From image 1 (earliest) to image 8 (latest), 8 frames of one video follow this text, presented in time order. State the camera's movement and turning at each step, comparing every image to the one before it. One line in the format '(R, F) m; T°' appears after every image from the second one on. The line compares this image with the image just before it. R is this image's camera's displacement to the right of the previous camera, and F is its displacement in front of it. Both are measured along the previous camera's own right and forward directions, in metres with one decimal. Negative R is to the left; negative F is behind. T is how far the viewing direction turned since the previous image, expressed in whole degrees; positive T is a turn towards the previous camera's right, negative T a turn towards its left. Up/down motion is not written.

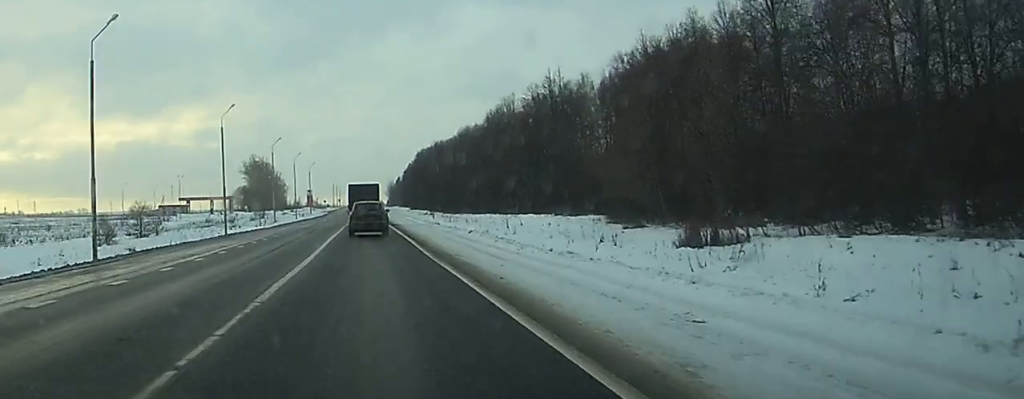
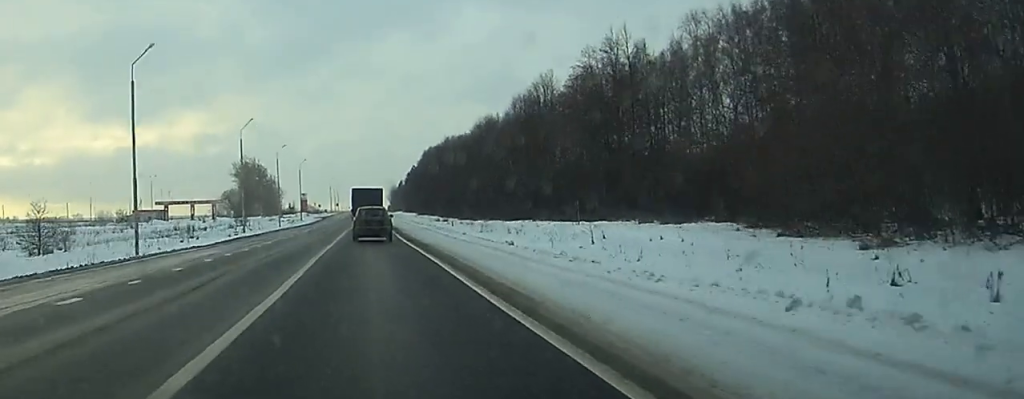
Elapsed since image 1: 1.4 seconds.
(0.0, +30.9) m; 0°
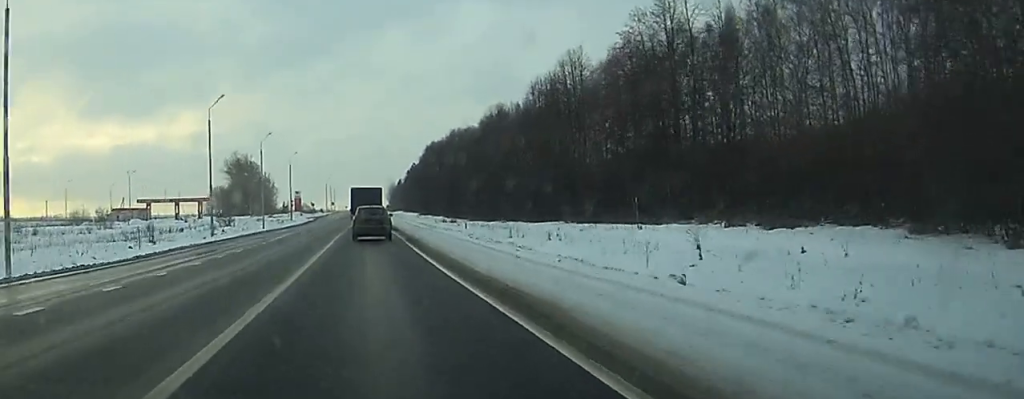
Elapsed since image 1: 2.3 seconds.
(-0.1, +18.0) m; 0°
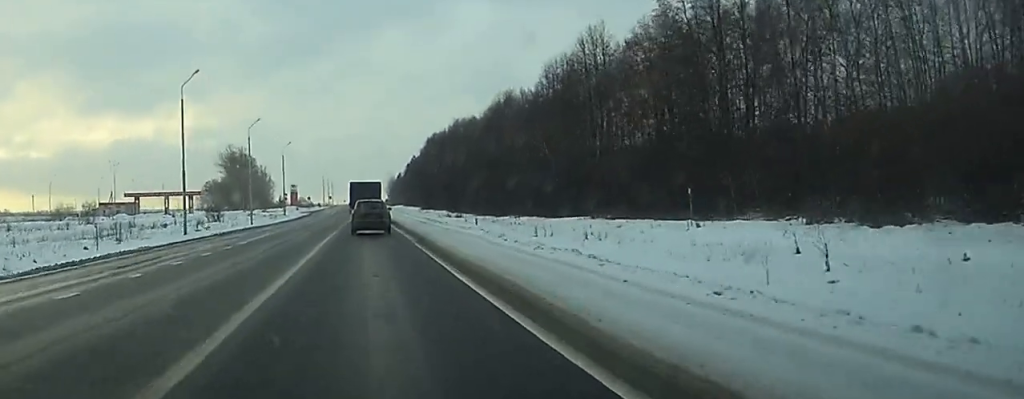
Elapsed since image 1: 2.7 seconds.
(0.0, +10.0) m; 0°
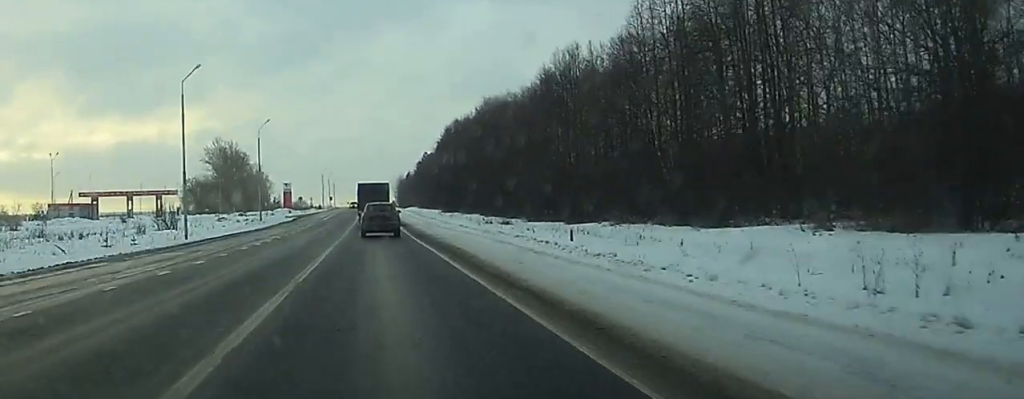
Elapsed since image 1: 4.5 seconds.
(+0.2, +38.6) m; 0°
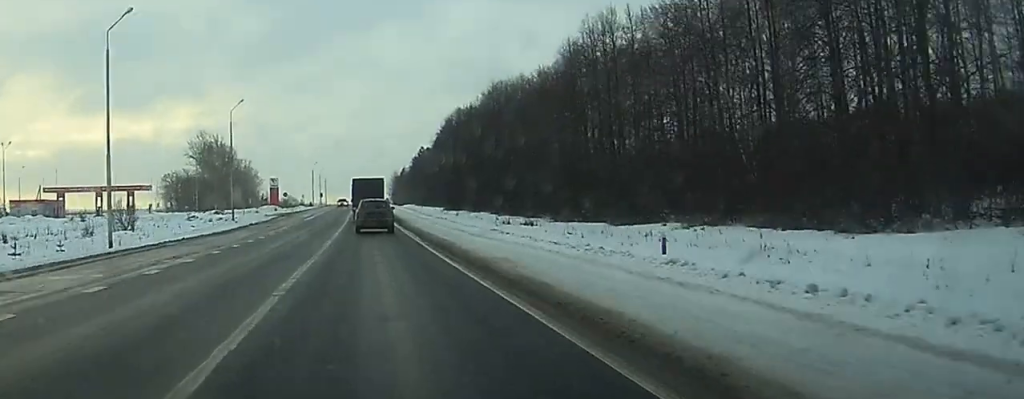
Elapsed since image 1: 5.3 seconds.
(0.0, +17.1) m; 0°
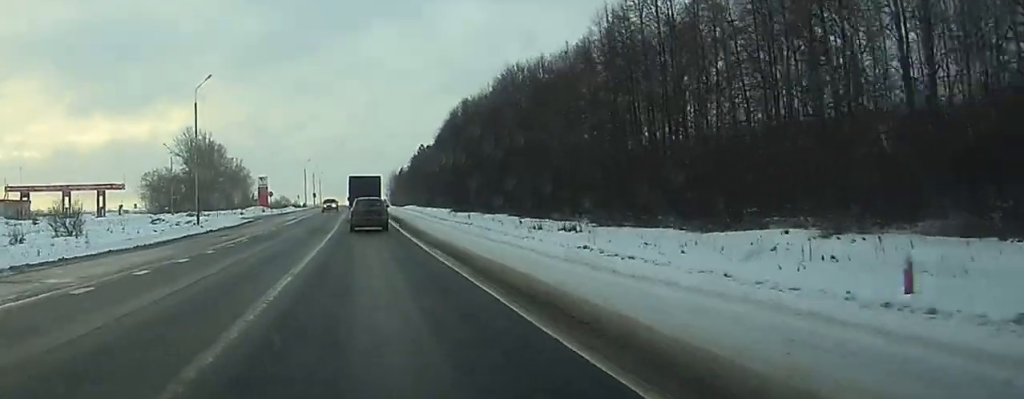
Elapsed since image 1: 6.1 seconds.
(0.0, +16.4) m; 0°
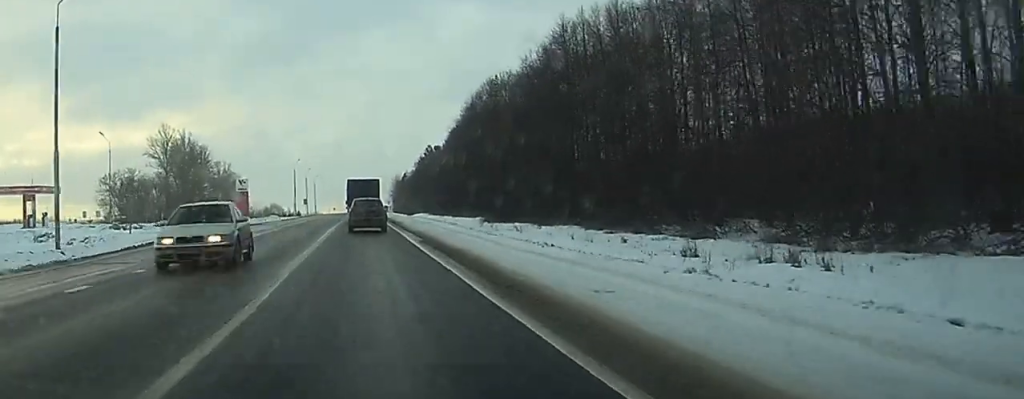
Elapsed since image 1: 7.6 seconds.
(0.0, +31.5) m; 0°
